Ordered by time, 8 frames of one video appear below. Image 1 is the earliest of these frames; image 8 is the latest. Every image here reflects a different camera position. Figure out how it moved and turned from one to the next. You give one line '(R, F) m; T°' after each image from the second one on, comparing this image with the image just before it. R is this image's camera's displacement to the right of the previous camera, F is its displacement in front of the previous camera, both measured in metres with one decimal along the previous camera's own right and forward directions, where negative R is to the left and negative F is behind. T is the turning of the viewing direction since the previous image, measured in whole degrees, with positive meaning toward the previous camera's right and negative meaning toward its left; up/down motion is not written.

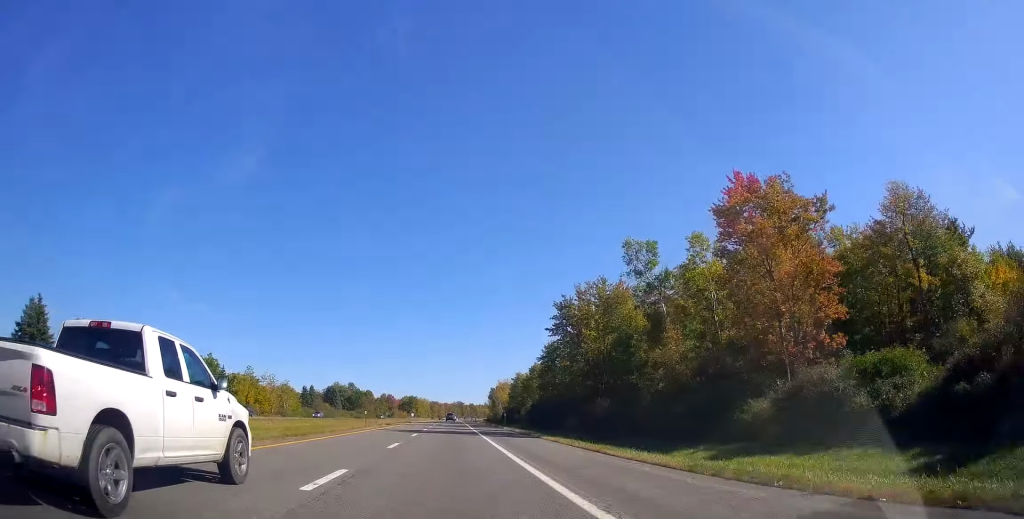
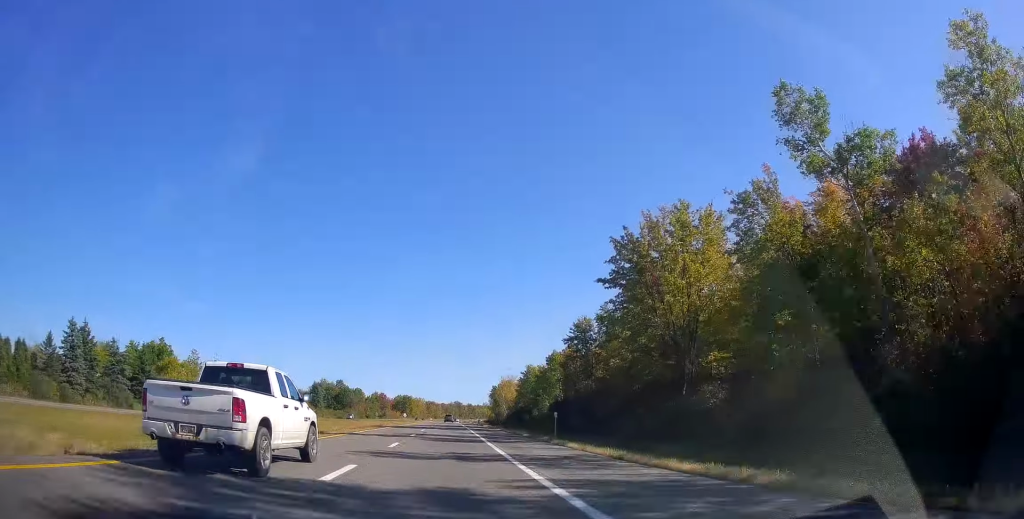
(+0.2, +33.9) m; +1°
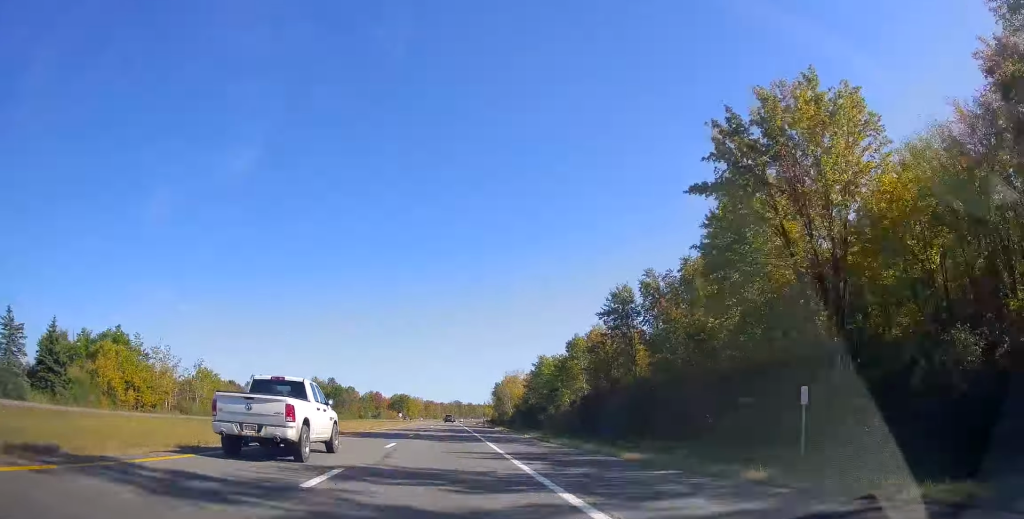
(+0.6, +24.2) m; 0°
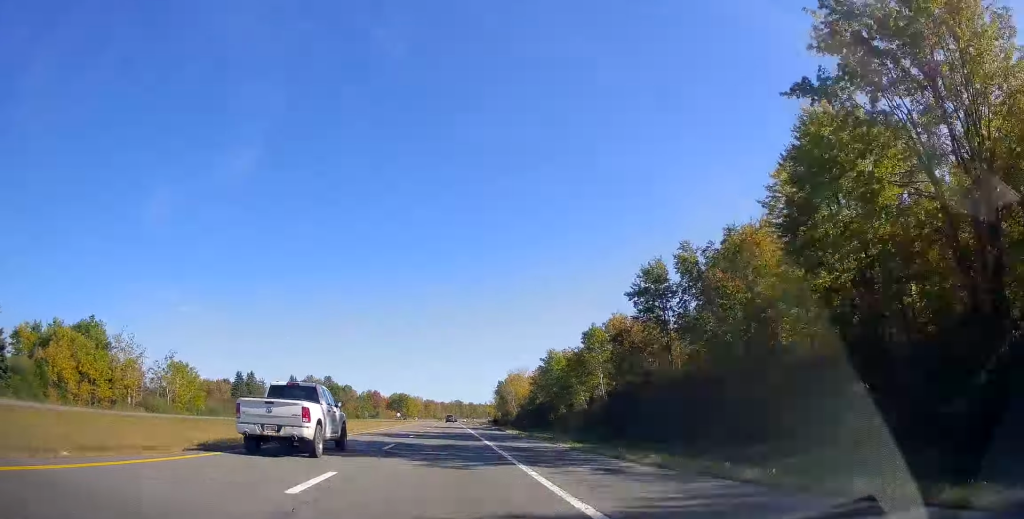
(-0.1, +12.6) m; 0°
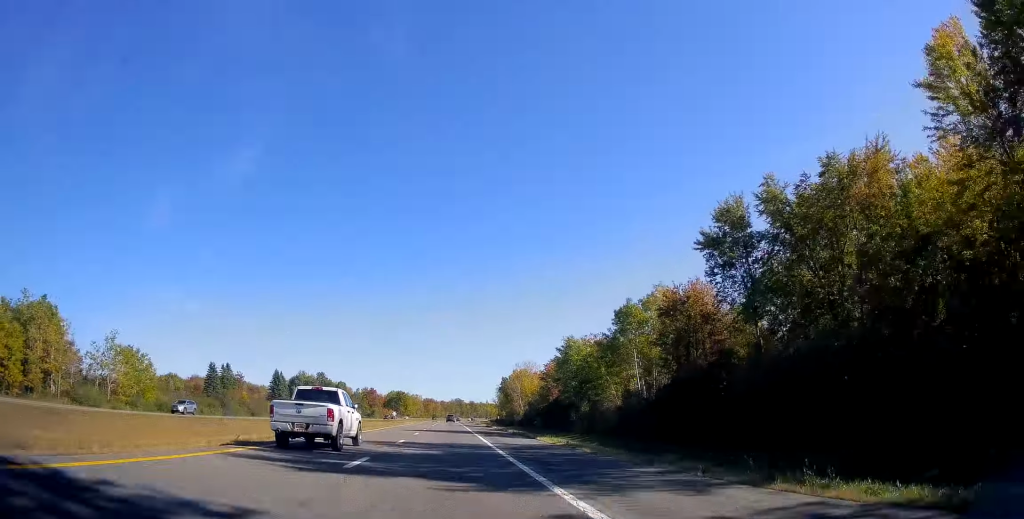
(-0.2, +19.4) m; -1°
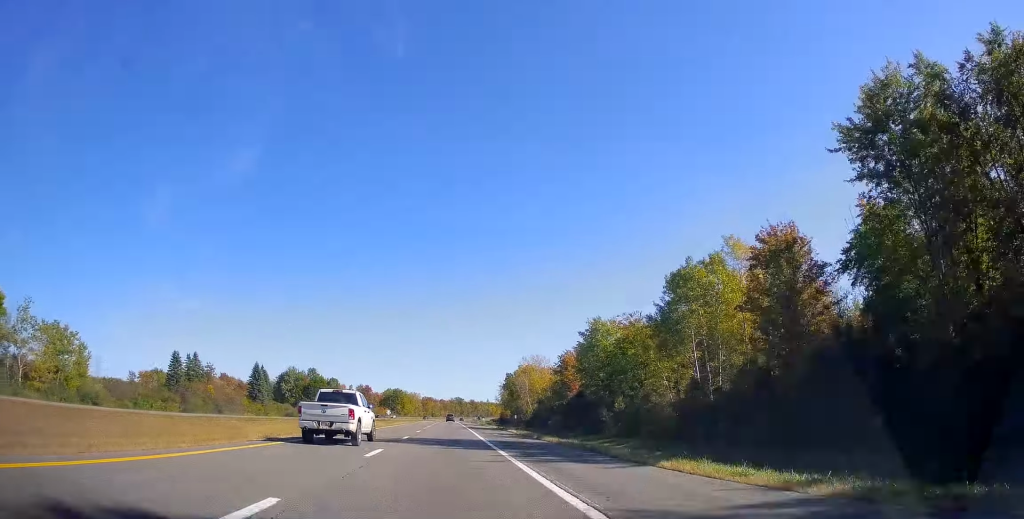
(-0.1, +20.4) m; 0°
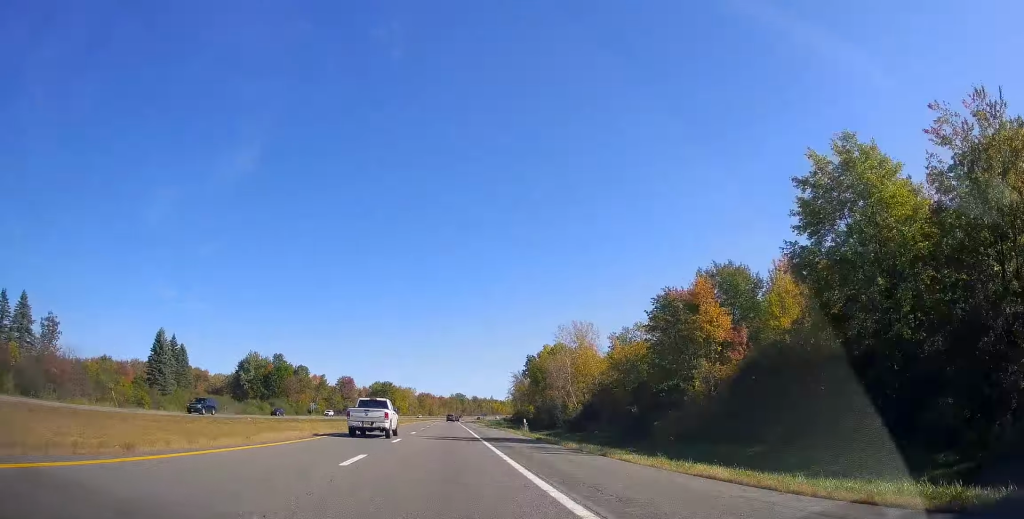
(0.0, +60.9) m; 0°
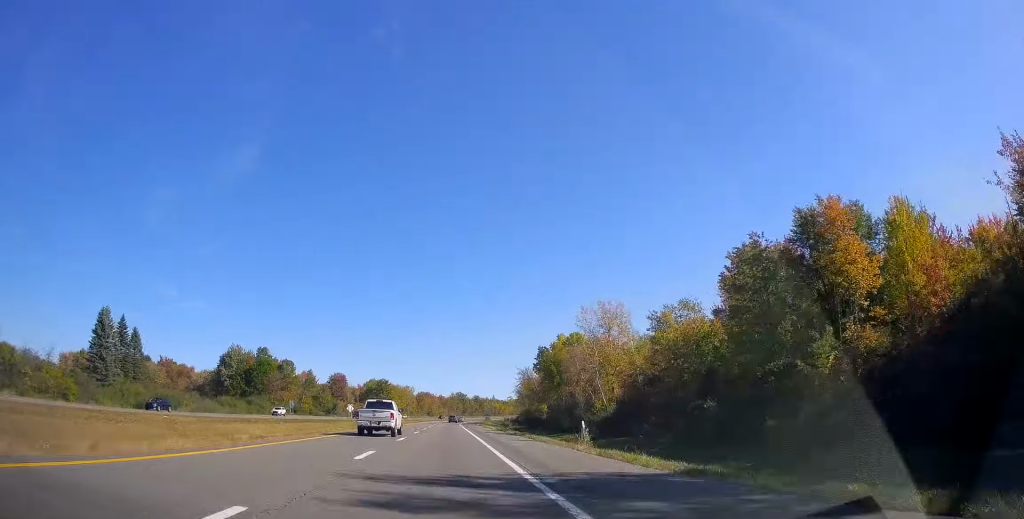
(0.0, +21.3) m; 0°
